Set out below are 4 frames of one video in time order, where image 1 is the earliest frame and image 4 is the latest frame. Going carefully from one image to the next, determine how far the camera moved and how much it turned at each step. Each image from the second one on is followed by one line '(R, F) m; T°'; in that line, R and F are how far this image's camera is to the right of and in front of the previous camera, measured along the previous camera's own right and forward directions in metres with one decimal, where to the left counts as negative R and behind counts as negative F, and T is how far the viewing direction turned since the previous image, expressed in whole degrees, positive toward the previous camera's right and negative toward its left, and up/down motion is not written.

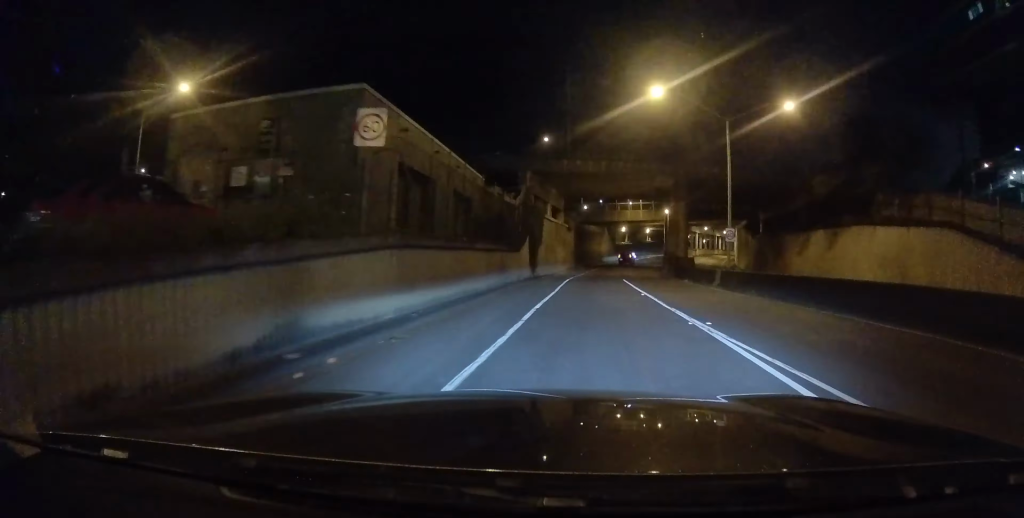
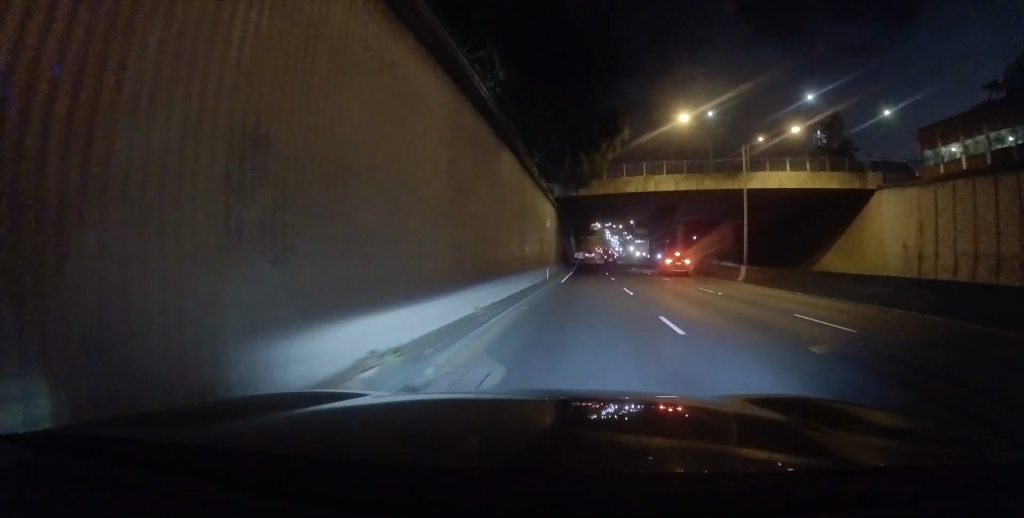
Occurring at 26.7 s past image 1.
(+90.4, +406.1) m; +14°
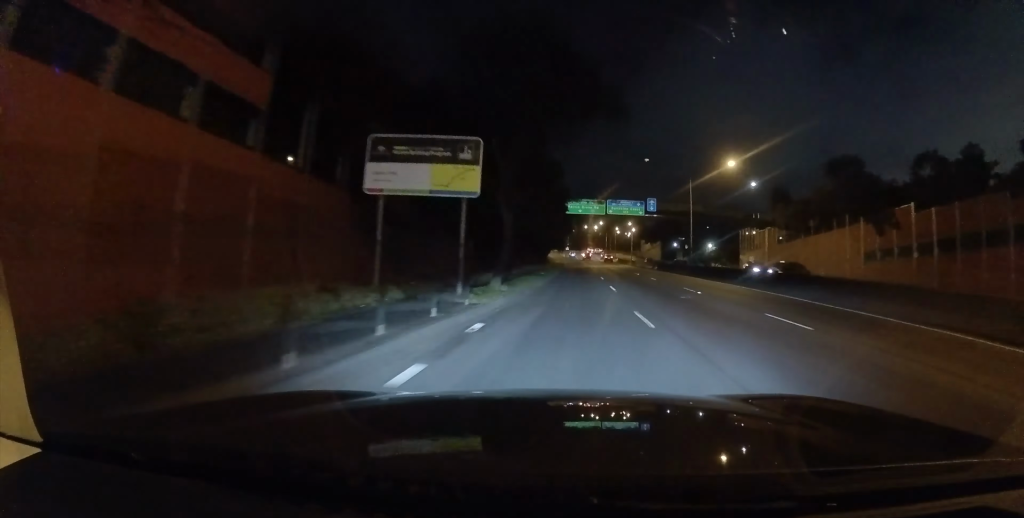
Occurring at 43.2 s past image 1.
(-3.4, +259.8) m; -3°
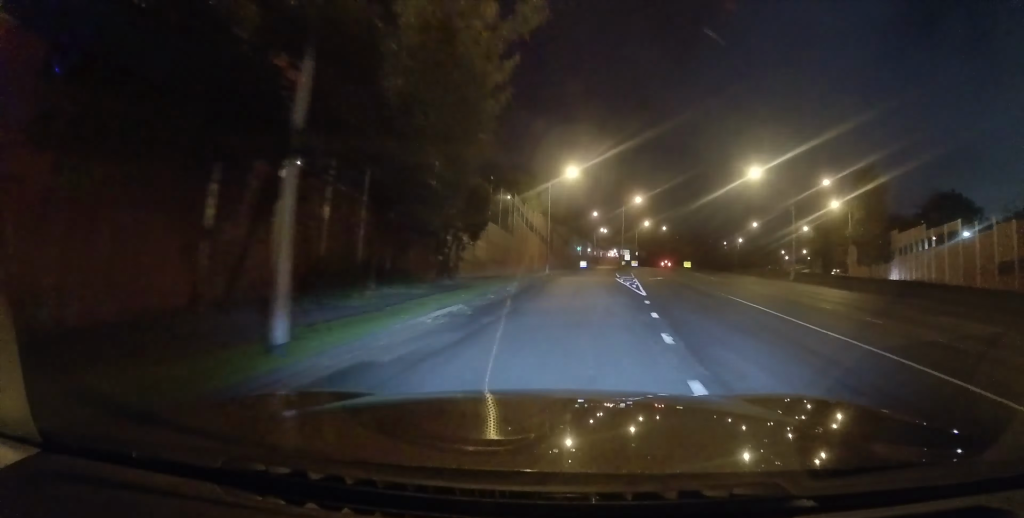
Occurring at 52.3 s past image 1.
(-3.0, +135.6) m; -1°
